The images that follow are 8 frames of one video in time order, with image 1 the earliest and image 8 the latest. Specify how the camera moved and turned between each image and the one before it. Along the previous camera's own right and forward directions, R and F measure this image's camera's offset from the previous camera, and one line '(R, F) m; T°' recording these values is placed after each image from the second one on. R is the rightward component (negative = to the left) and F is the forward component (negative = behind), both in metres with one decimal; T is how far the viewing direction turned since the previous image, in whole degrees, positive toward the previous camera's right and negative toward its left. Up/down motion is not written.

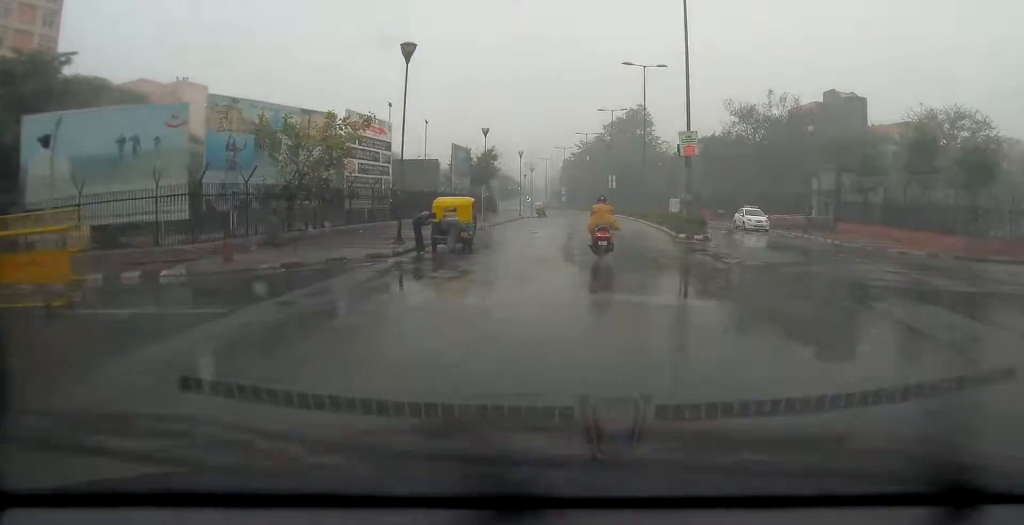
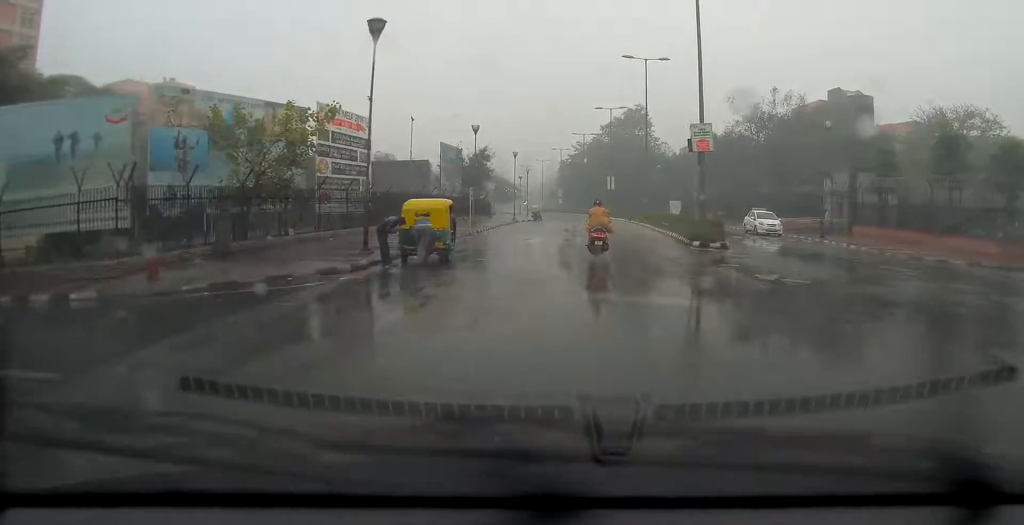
(0.0, +2.5) m; 0°
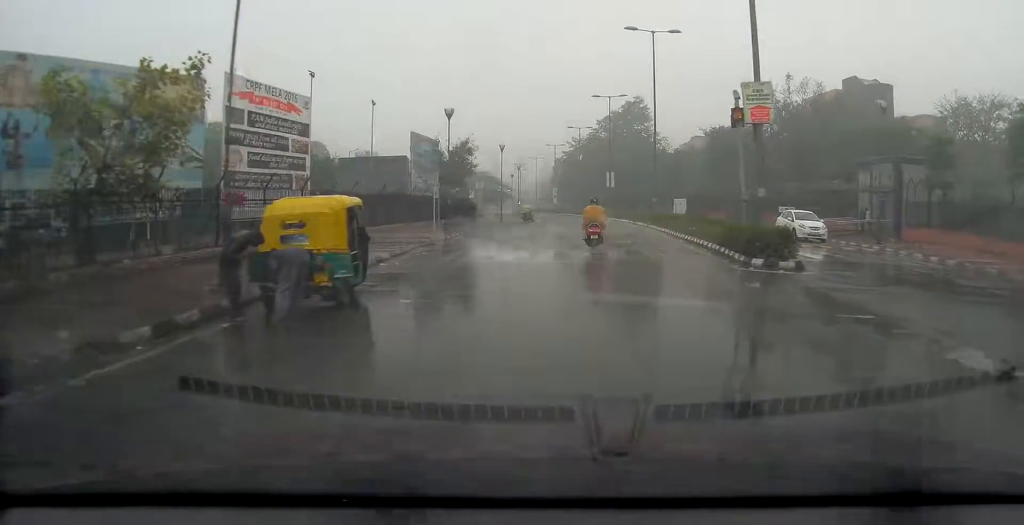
(0.0, +5.9) m; 0°
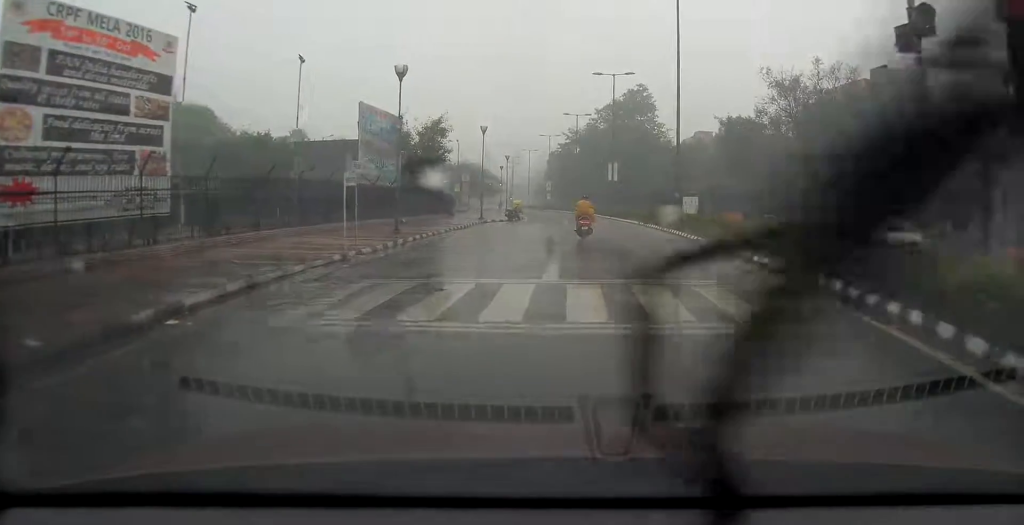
(0.0, +8.5) m; 0°
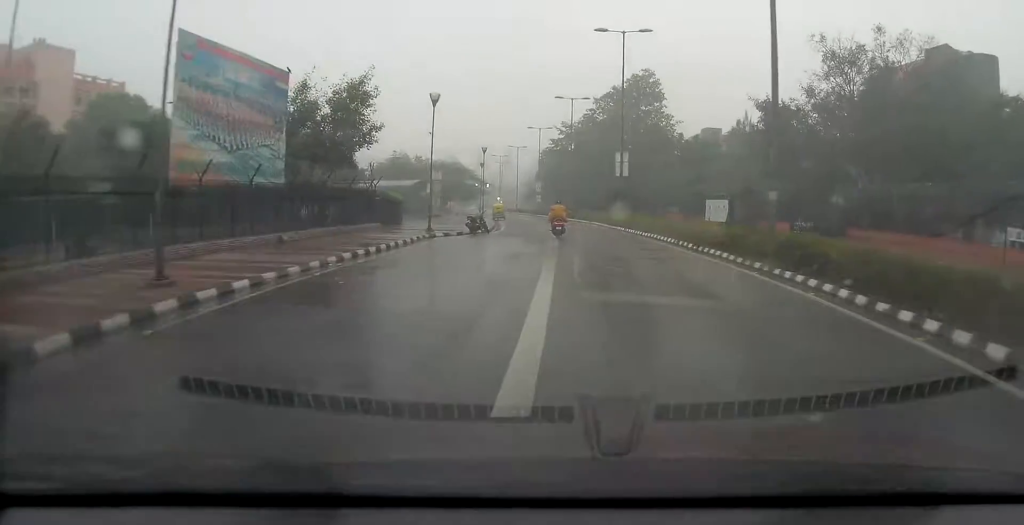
(0.0, +14.1) m; 0°
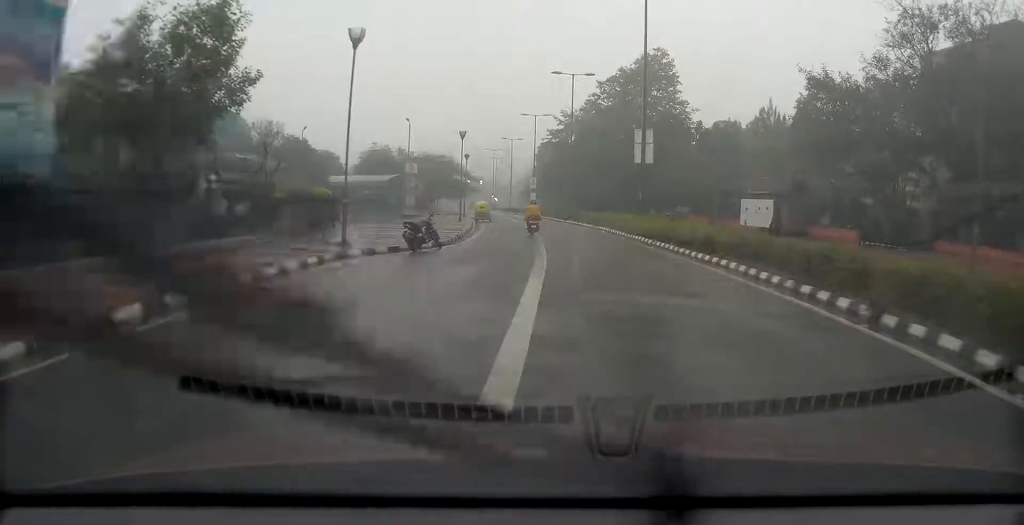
(0.0, +10.9) m; -2°
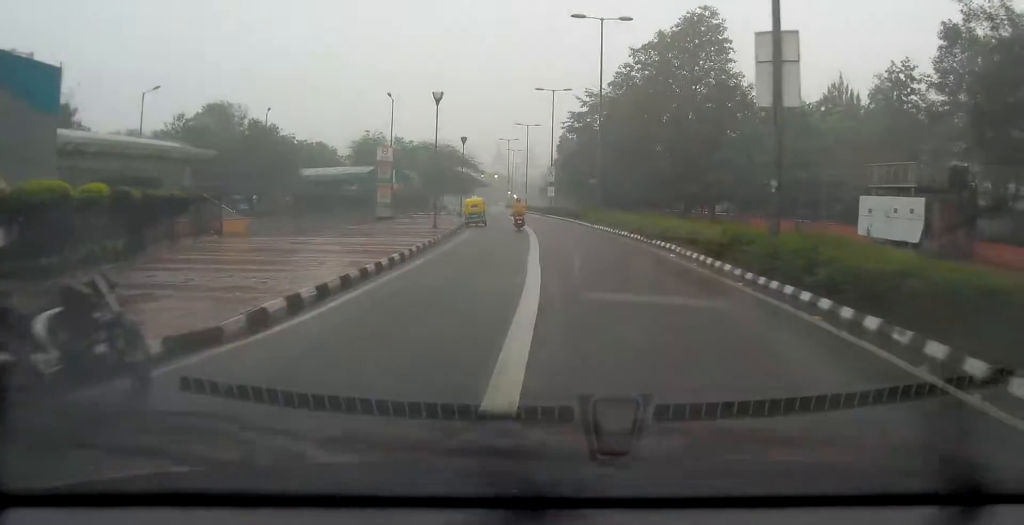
(-0.1, +14.8) m; 0°
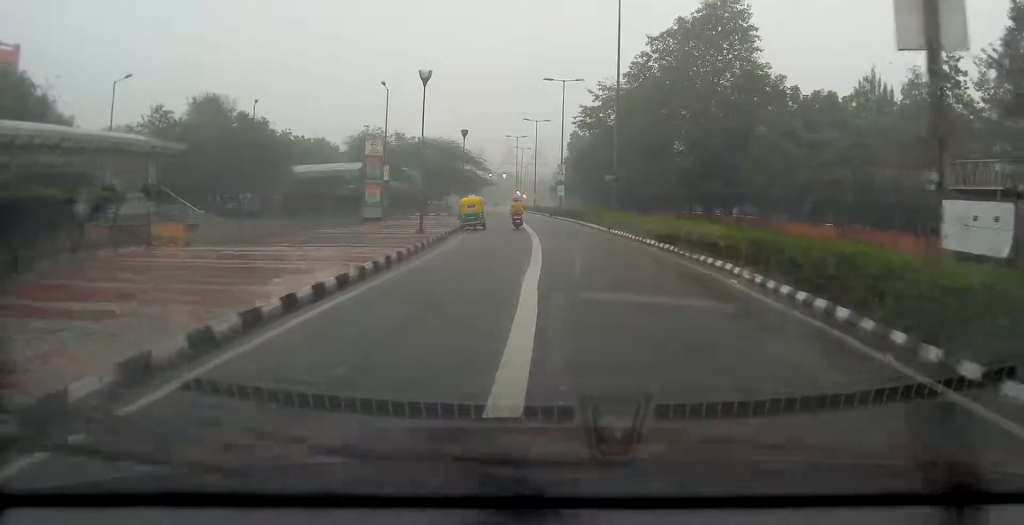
(+0.2, +4.8) m; 0°
